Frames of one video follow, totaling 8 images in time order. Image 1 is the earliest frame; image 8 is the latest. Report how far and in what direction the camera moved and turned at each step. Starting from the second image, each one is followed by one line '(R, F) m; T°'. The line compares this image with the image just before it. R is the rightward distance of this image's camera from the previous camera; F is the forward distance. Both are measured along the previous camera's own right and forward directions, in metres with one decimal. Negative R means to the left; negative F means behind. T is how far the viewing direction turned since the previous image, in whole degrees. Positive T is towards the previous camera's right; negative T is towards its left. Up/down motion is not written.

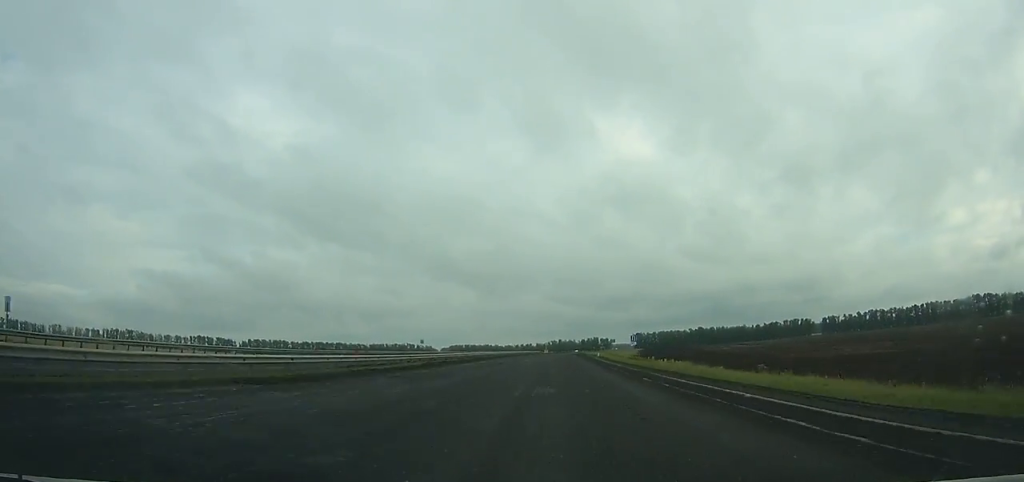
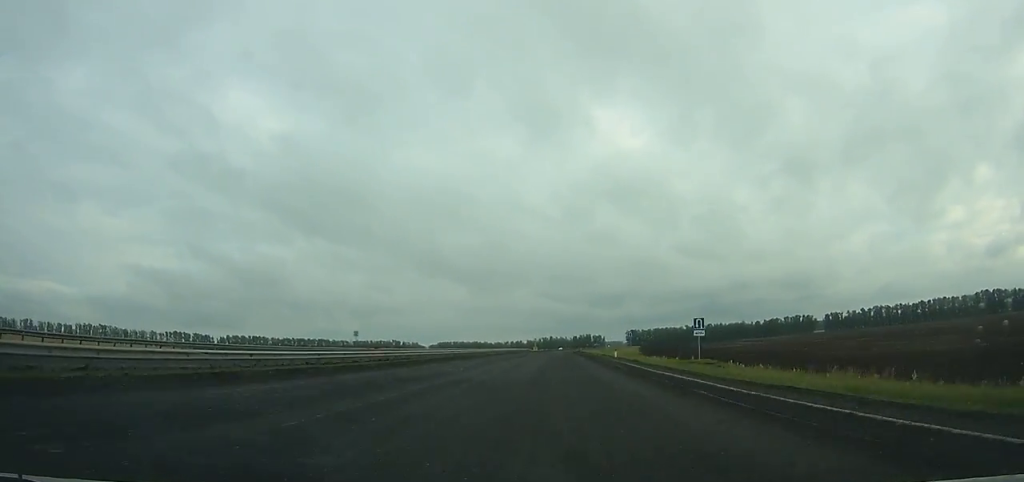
(+0.5, +34.7) m; +1°
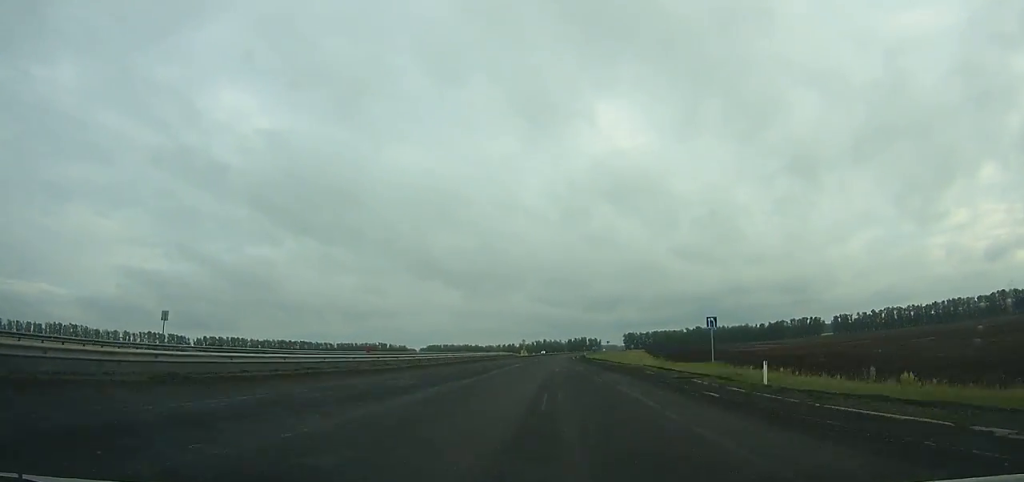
(+0.3, +42.8) m; +1°
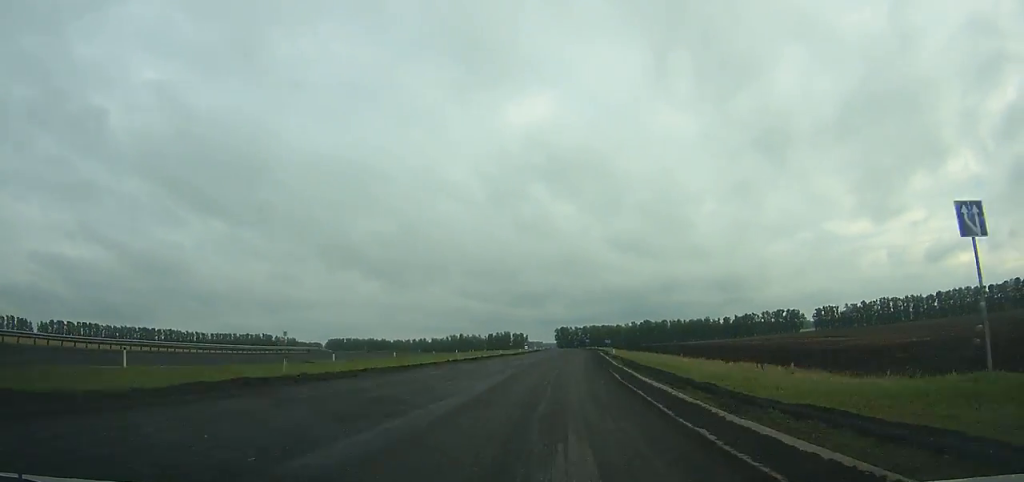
(+7.2, +146.7) m; +7°
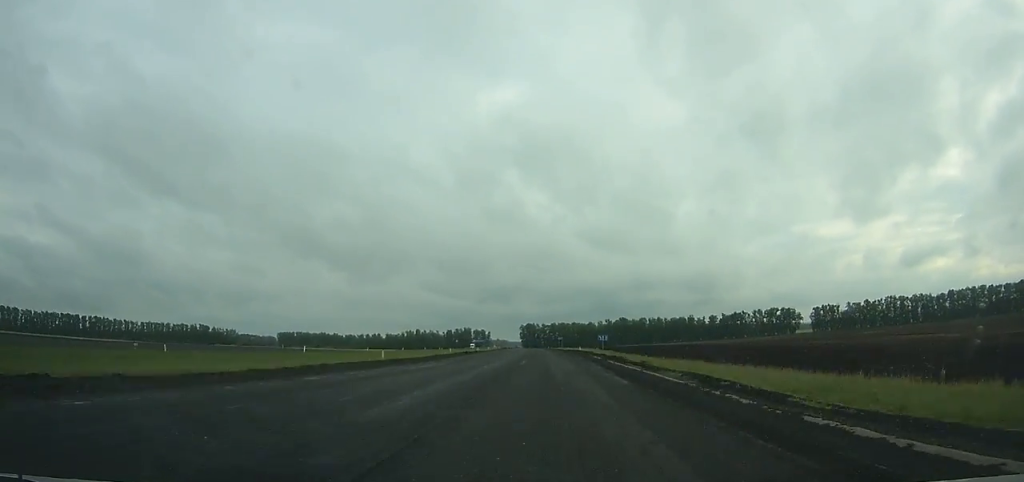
(+2.4, +71.8) m; +2°
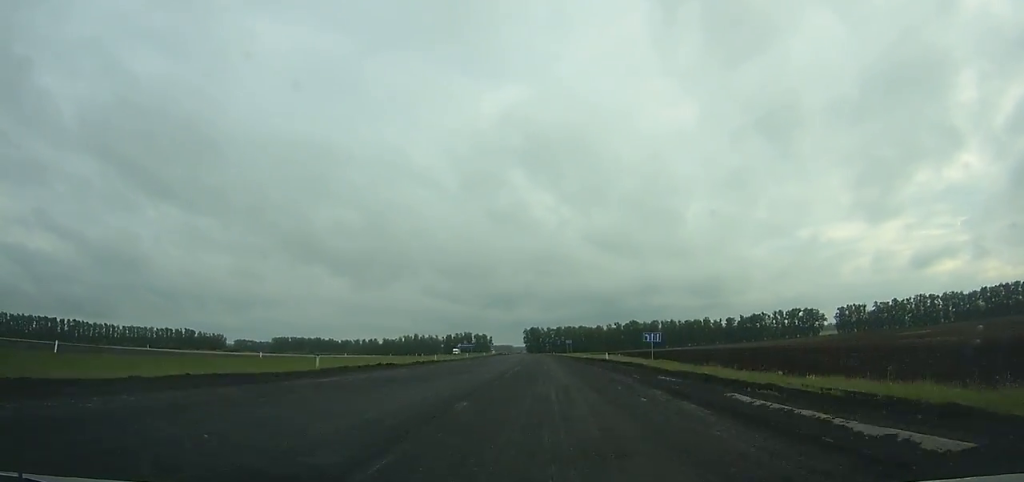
(+0.7, +38.9) m; +1°
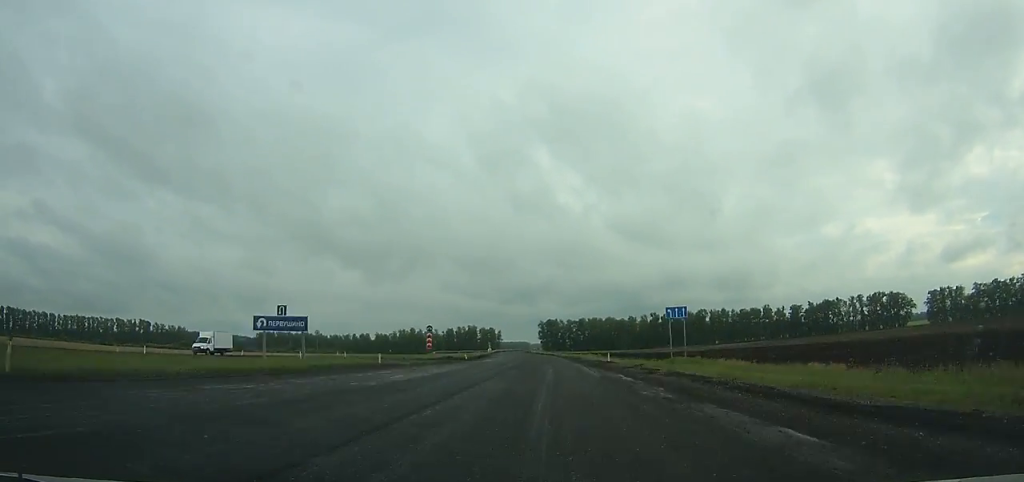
(-1.5, +106.3) m; -2°
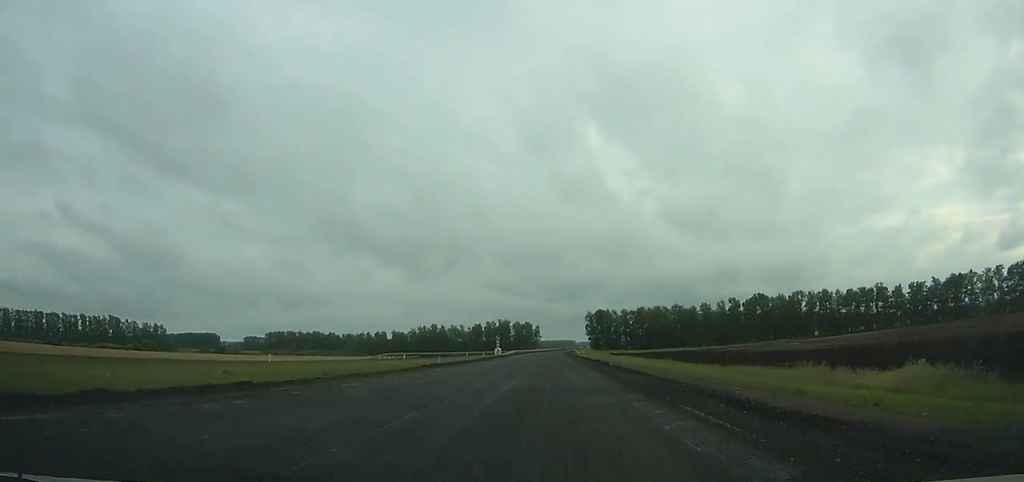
(-2.5, +103.8) m; -2°
